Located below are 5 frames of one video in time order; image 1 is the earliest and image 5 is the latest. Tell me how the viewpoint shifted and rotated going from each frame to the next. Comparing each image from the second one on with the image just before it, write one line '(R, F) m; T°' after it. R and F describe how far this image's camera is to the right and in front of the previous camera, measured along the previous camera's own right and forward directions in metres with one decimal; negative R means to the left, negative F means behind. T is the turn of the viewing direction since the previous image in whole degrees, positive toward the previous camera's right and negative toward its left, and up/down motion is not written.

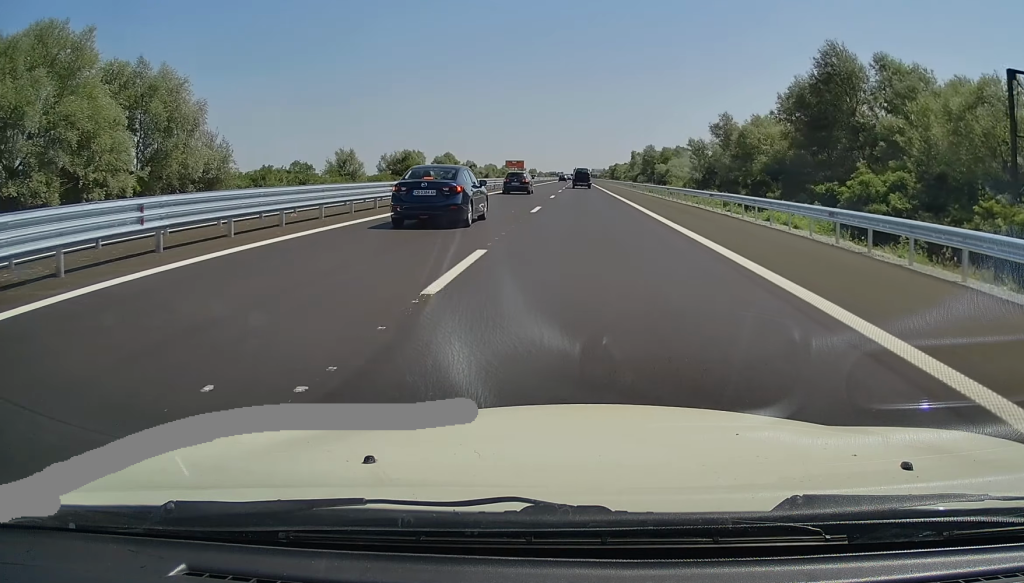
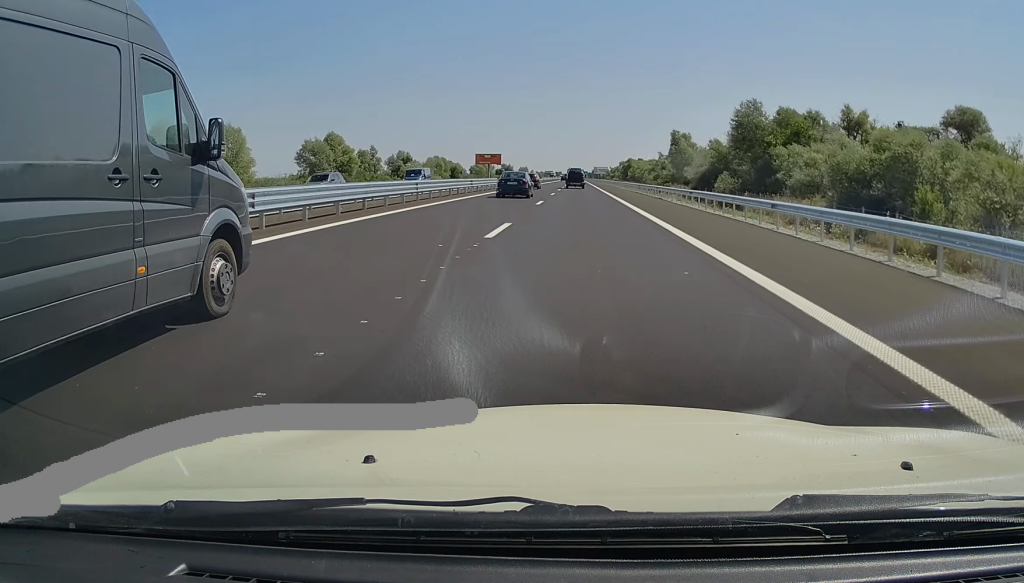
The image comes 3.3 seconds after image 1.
(+1.7, +91.4) m; +1°
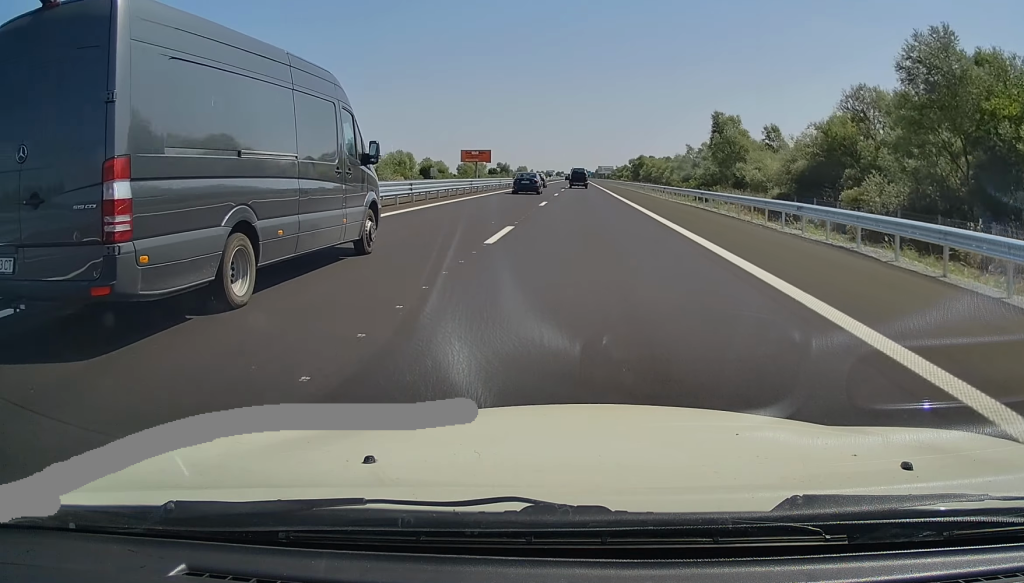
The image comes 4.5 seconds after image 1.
(-0.2, +33.8) m; 0°
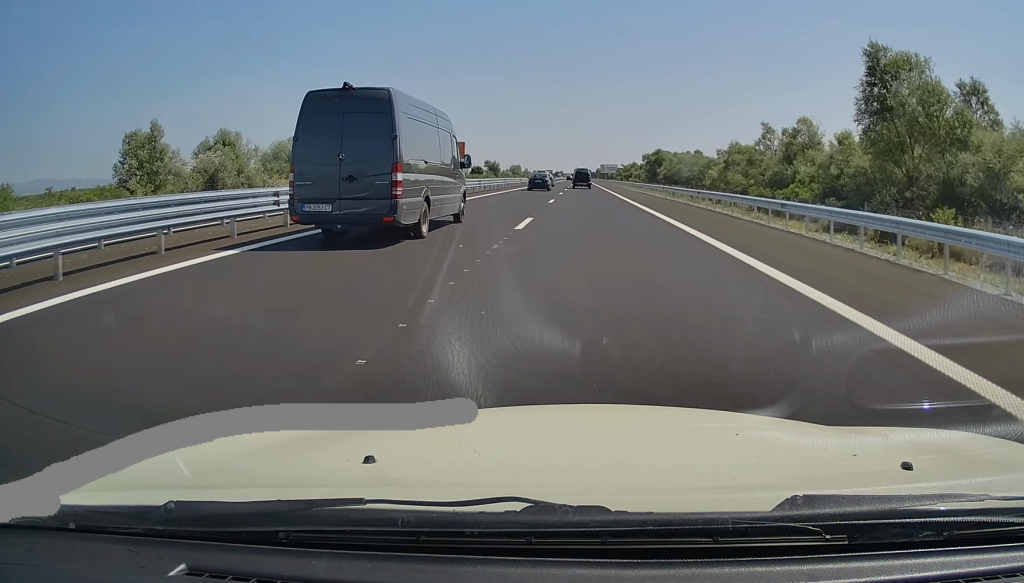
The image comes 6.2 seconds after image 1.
(+0.2, +45.5) m; 0°
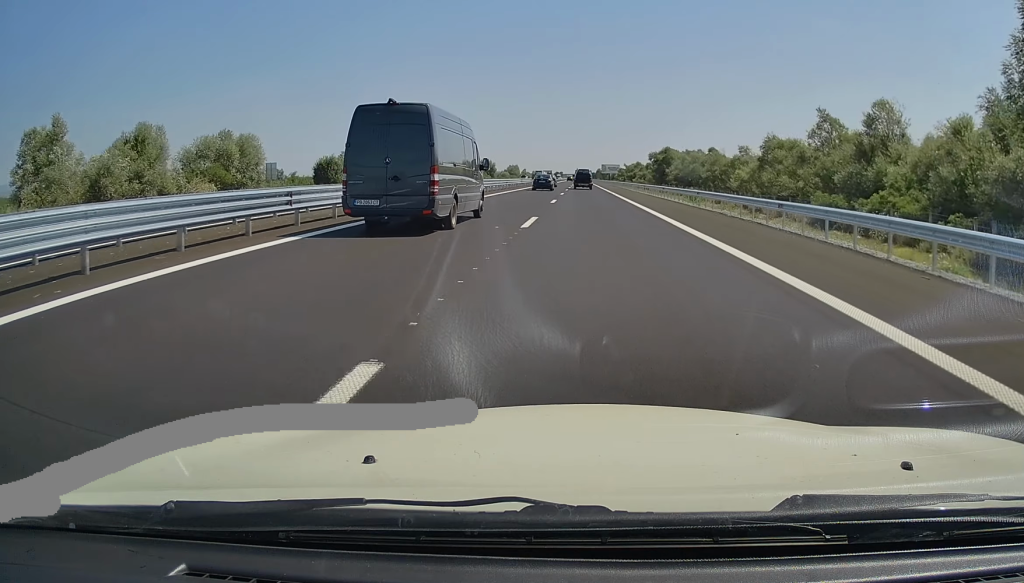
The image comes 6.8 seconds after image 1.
(+0.3, +15.4) m; -1°
